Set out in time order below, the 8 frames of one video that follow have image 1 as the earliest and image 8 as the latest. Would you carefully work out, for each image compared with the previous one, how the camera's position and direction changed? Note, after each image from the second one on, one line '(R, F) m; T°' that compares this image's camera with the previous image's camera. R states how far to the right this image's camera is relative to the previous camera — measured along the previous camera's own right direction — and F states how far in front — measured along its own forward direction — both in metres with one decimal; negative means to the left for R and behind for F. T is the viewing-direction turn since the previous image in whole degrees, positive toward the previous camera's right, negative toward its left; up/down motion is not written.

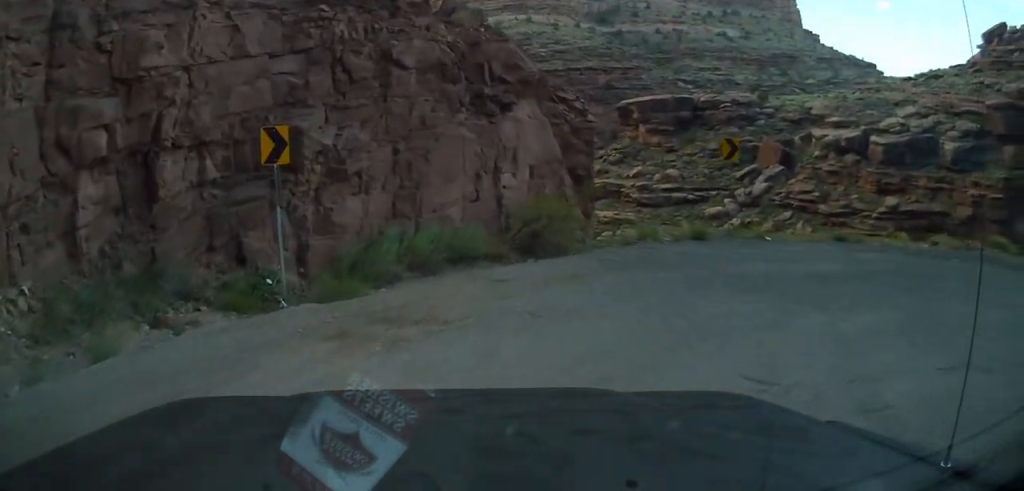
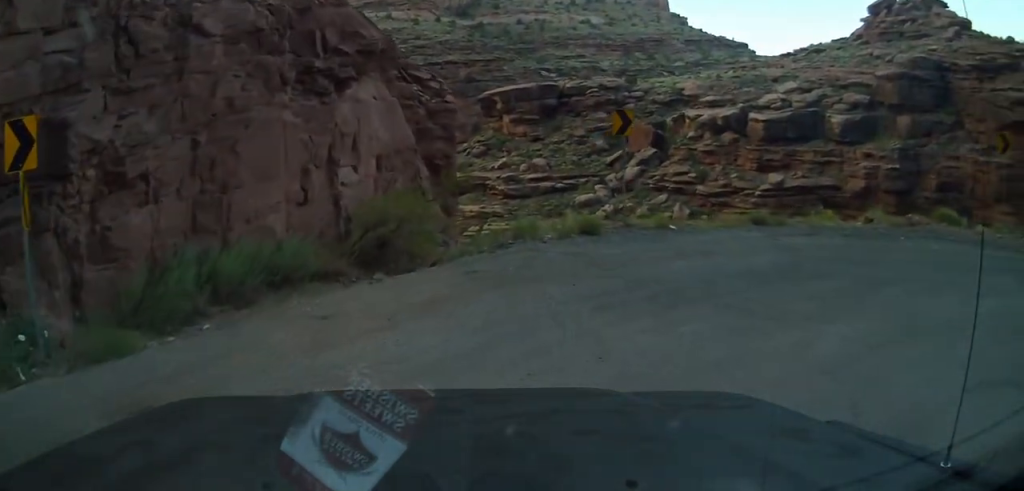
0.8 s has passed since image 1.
(+0.9, +2.5) m; +31°
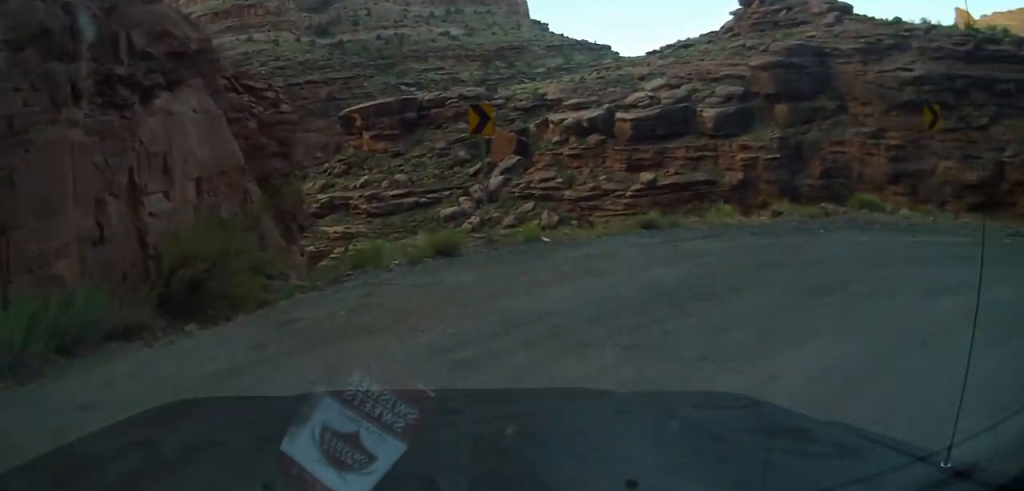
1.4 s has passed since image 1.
(+0.3, +1.8) m; +25°
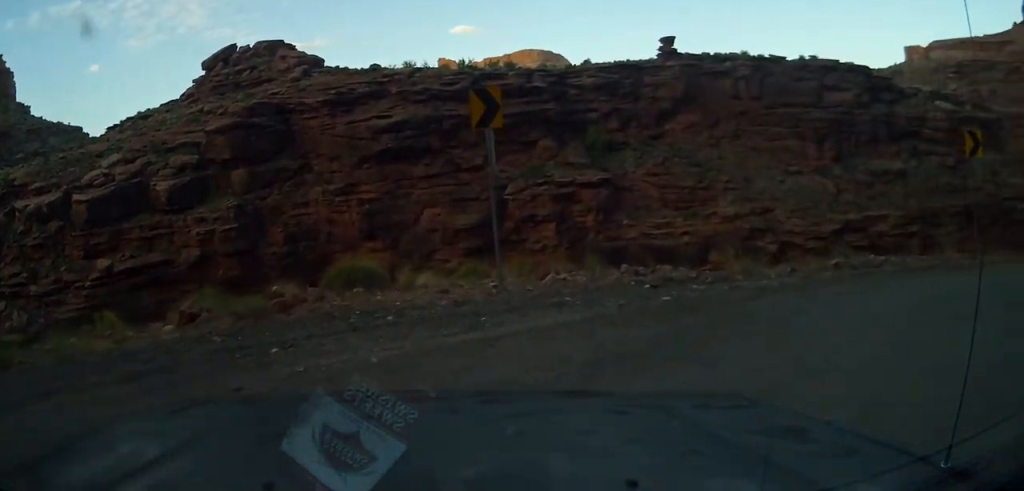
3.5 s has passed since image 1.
(+3.8, +4.0) m; +64°
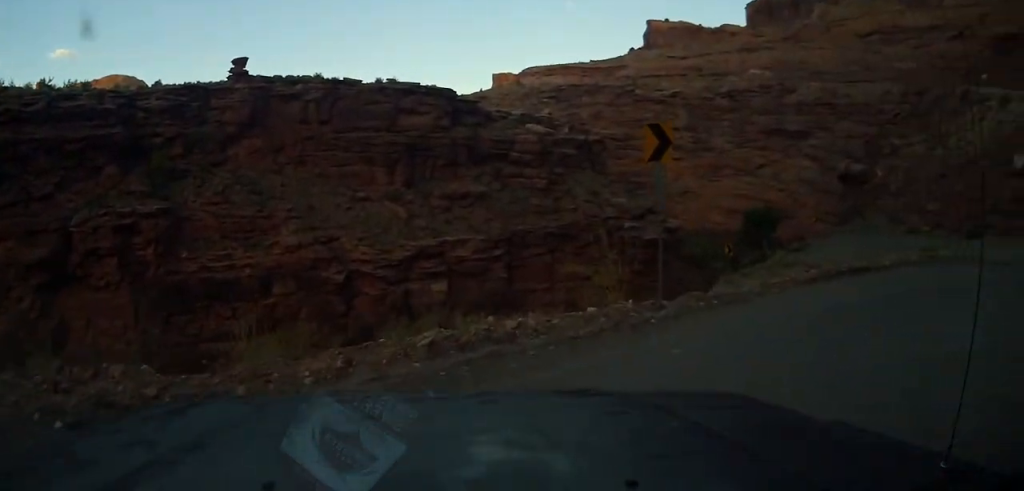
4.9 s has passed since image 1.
(0.0, +4.4) m; +17°
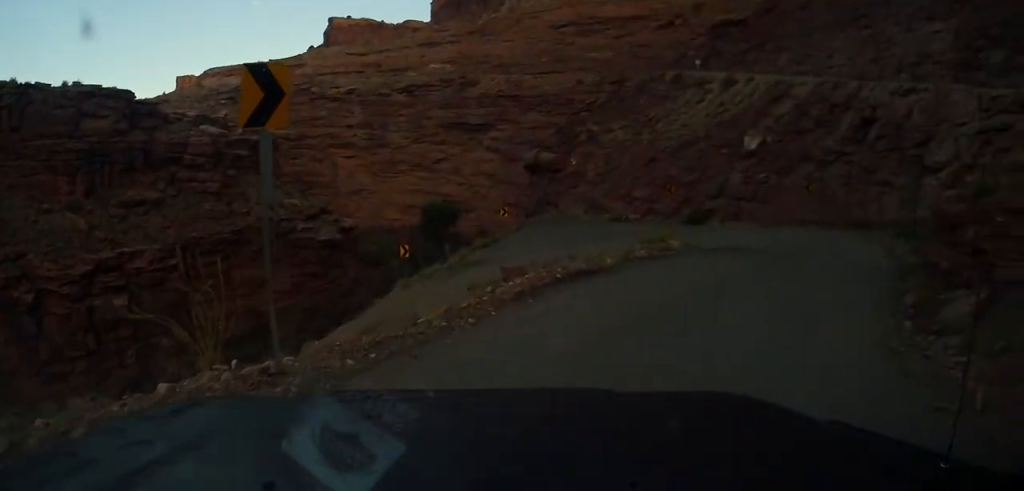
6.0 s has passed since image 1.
(+1.1, +3.6) m; +22°
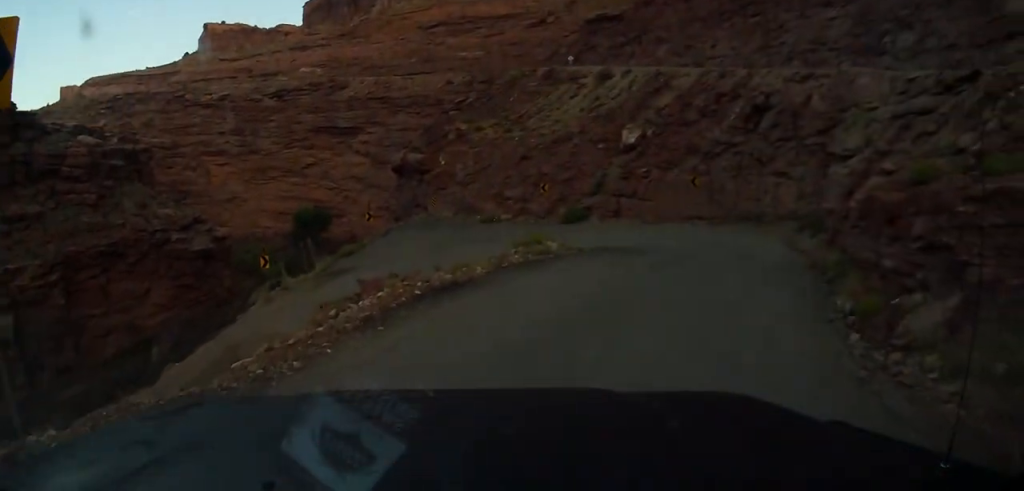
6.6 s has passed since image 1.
(+0.1, +2.2) m; +2°
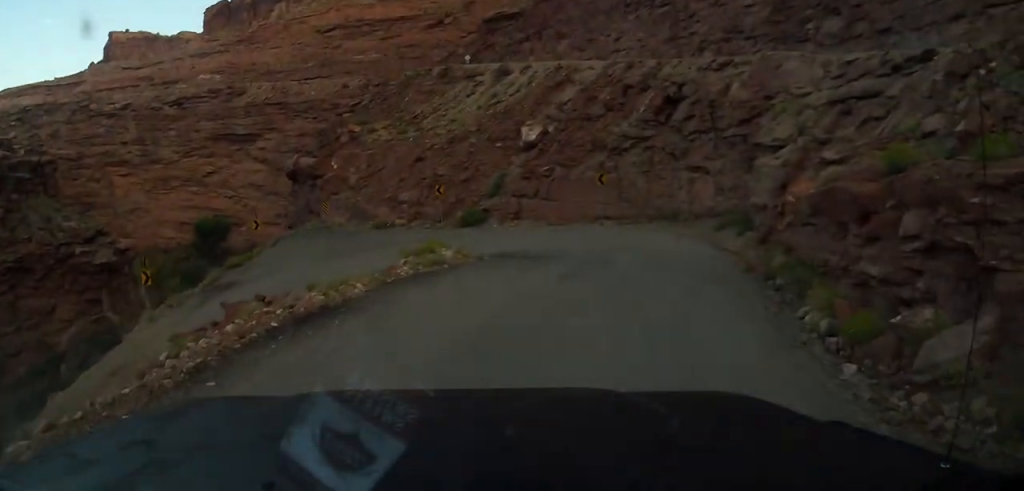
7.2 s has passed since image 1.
(0.0, +2.6) m; -1°
